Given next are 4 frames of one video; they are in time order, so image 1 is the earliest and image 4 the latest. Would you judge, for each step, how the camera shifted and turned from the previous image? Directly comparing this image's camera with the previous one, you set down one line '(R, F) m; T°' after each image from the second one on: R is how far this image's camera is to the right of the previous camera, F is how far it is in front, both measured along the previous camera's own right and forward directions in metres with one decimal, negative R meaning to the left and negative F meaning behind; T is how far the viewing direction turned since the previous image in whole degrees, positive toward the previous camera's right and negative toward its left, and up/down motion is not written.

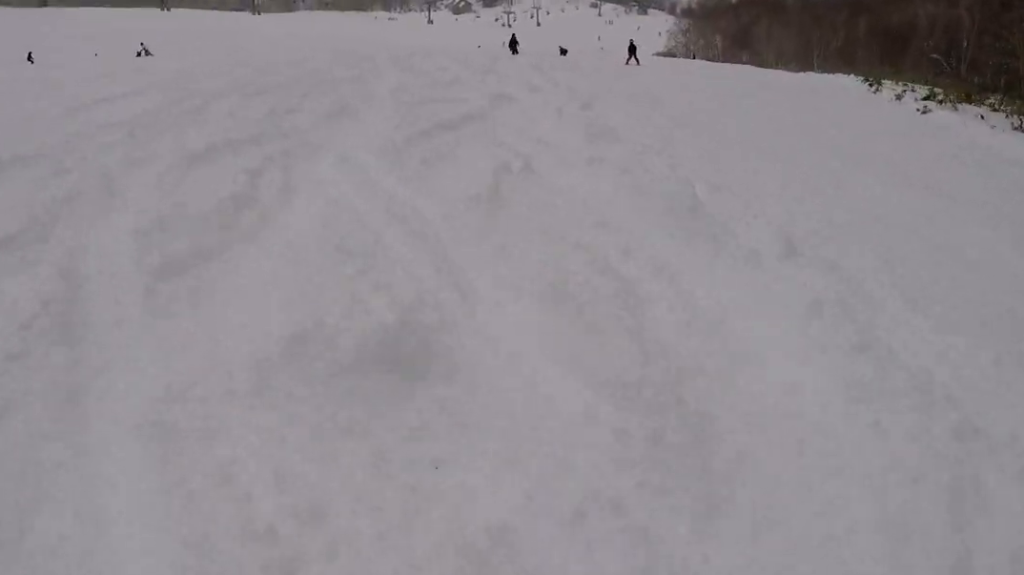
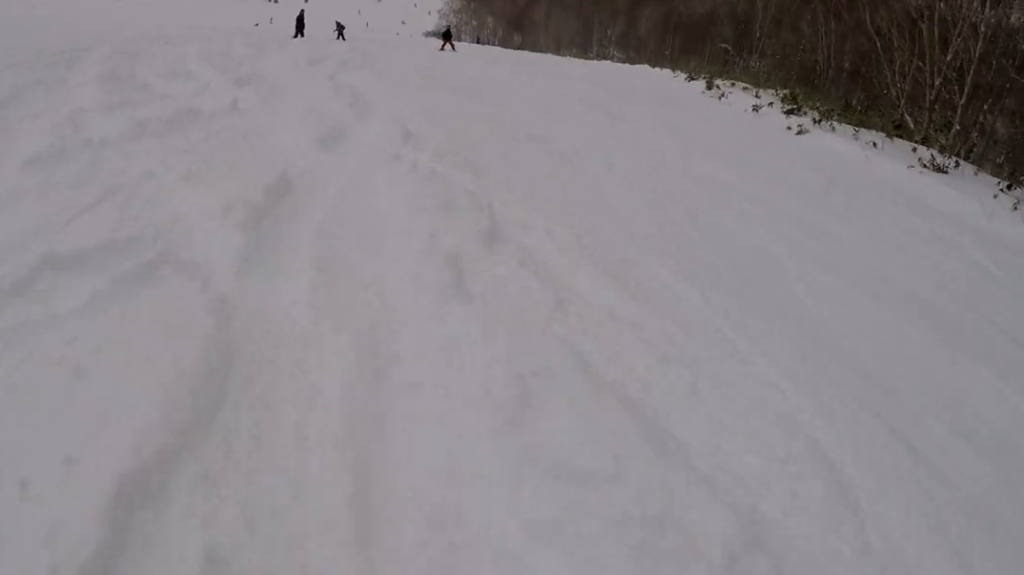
(+1.4, +9.0) m; -3°
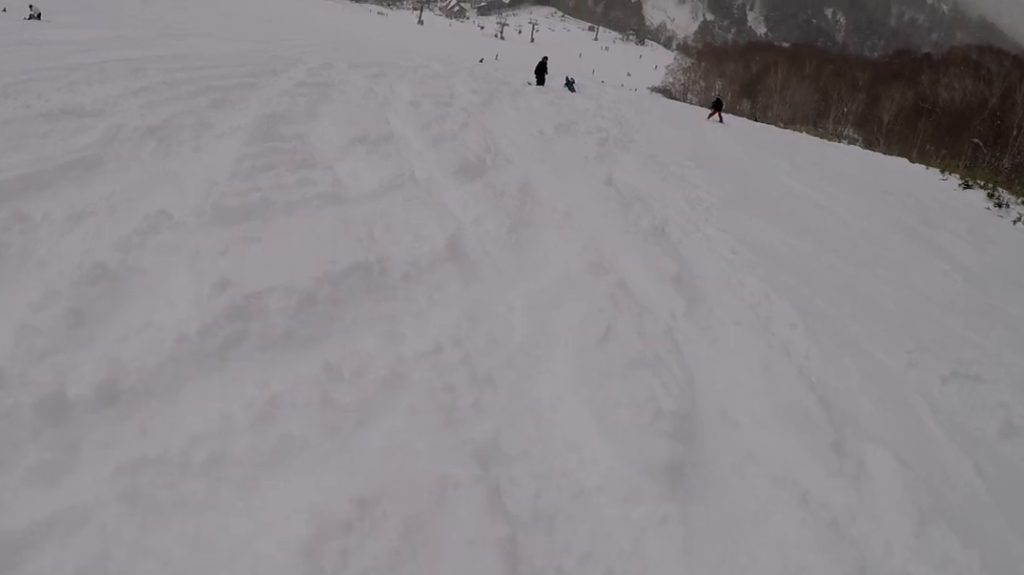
(-0.3, +4.4) m; +4°
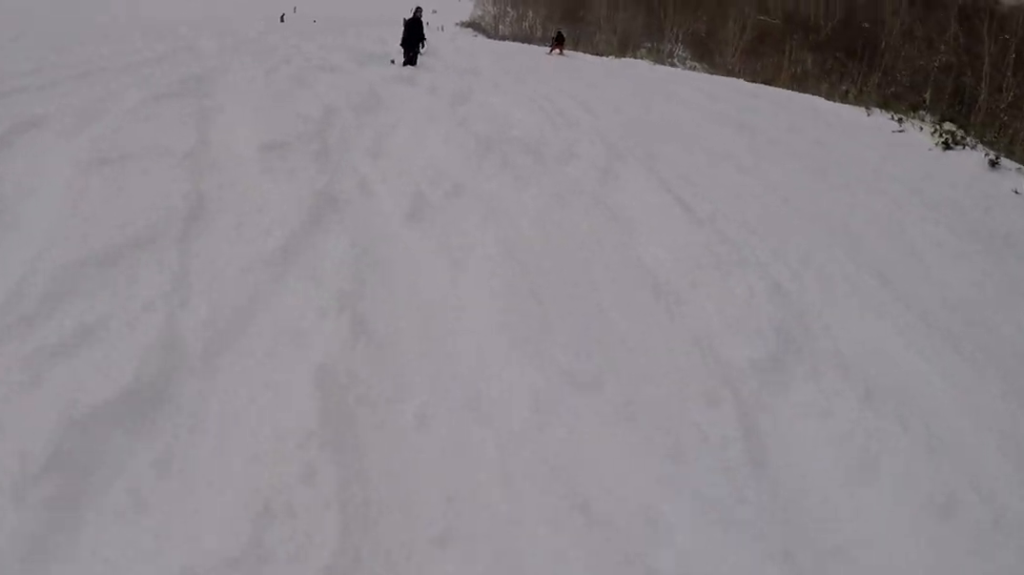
(+1.6, +11.2) m; +5°
